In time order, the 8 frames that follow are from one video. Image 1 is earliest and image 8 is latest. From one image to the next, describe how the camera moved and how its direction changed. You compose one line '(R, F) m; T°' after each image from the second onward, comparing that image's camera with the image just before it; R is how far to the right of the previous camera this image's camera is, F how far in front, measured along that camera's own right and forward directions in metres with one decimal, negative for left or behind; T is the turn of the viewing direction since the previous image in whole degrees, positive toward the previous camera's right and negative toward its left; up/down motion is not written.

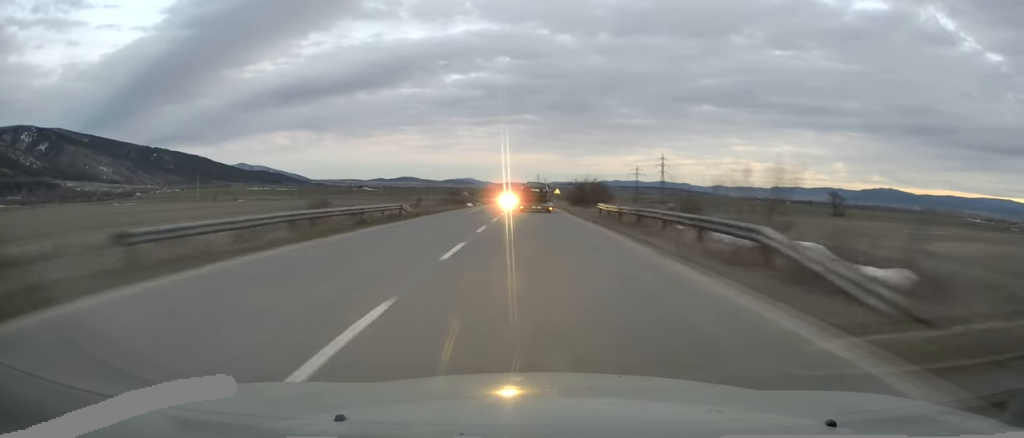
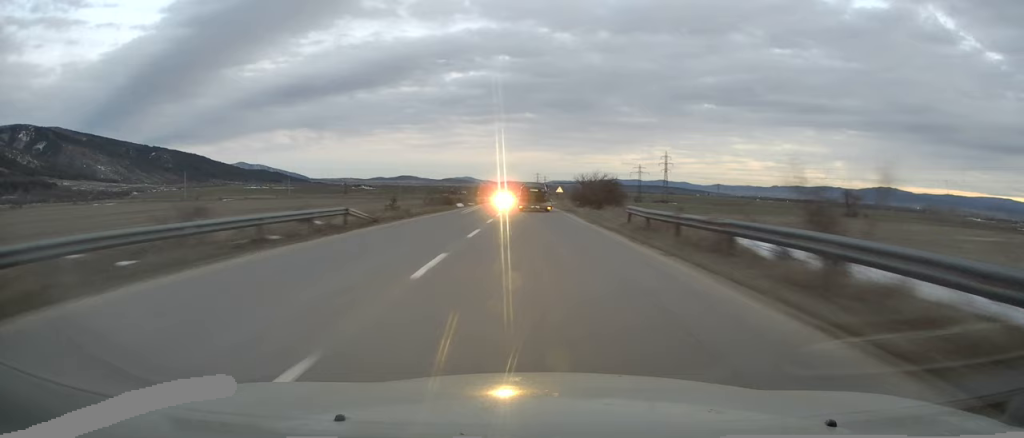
(-0.1, +9.6) m; 0°
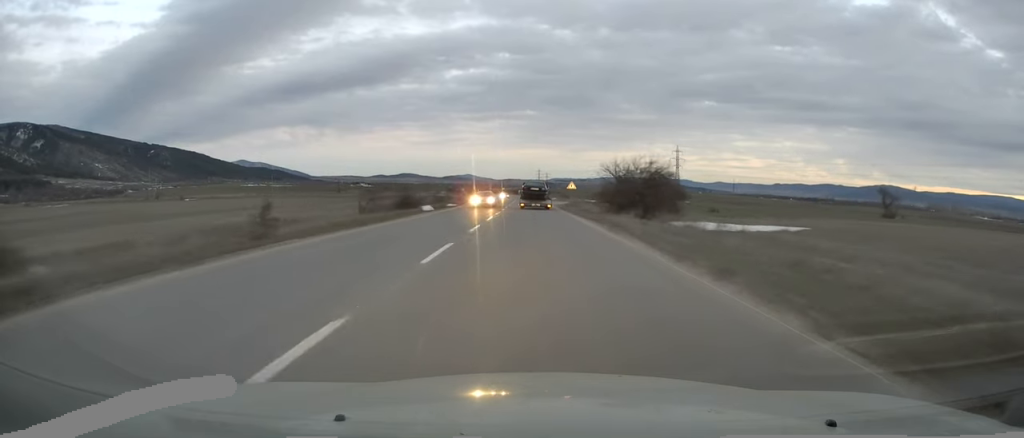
(+0.2, +21.8) m; 0°
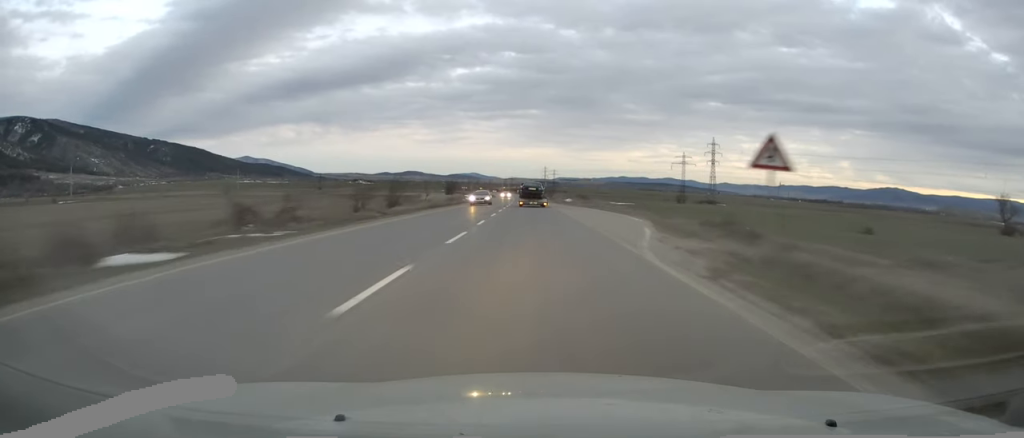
(-0.1, +50.4) m; -1°
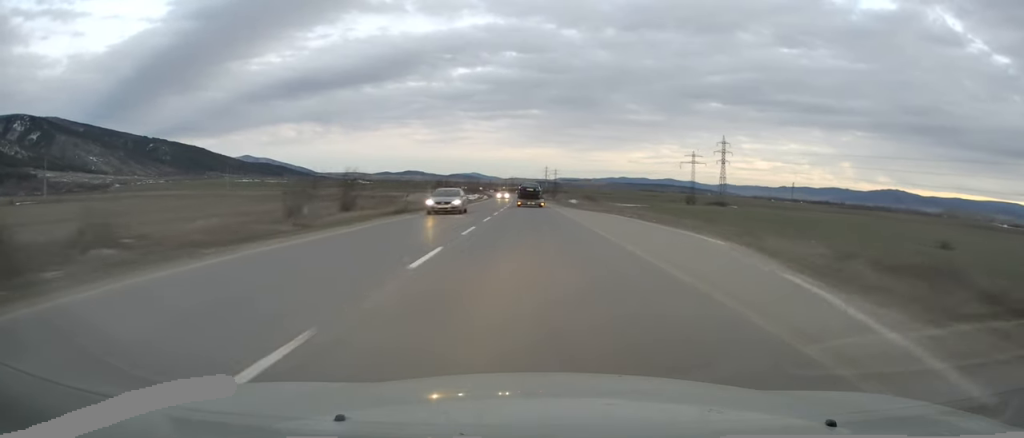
(-0.1, +12.2) m; 0°
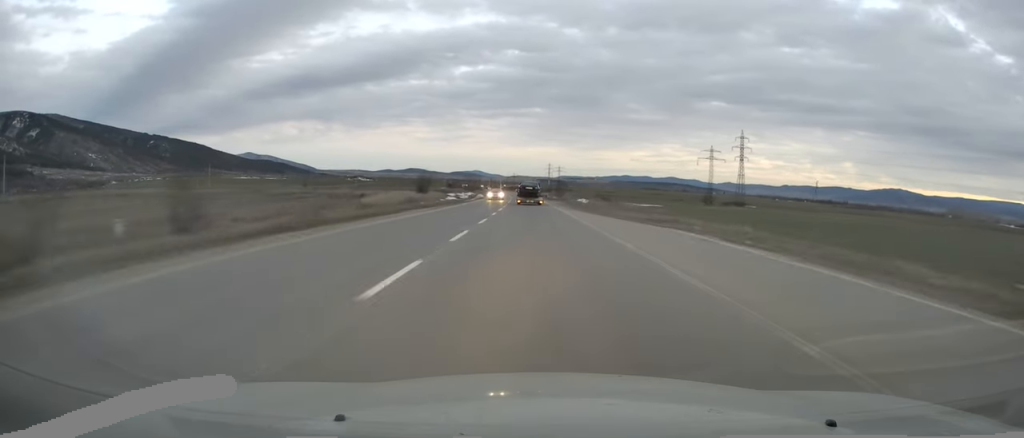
(-0.2, +17.8) m; 0°
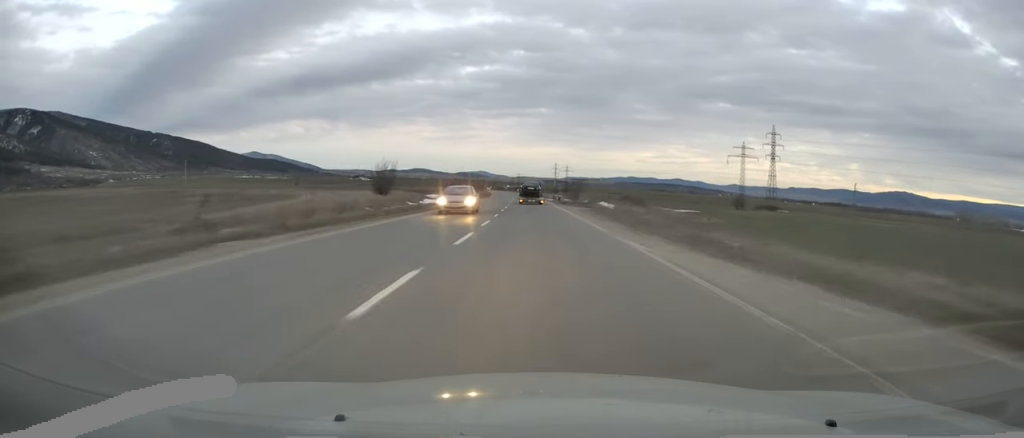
(+0.3, +23.7) m; -1°
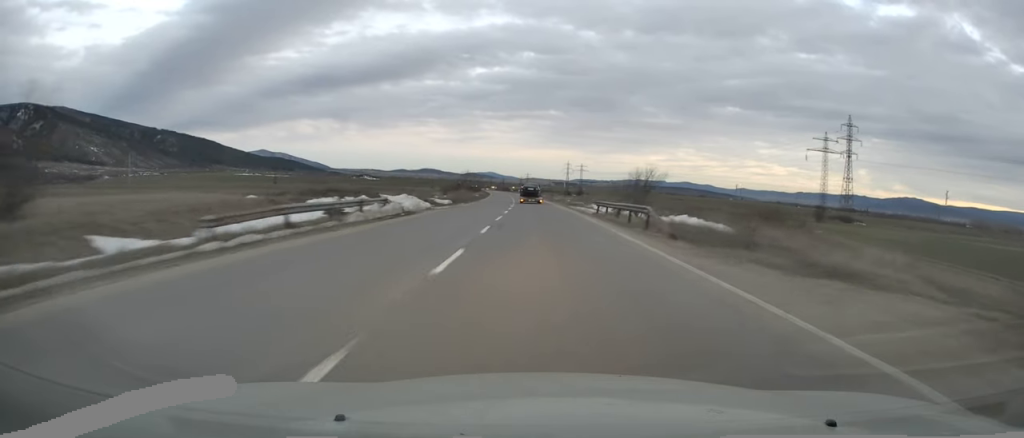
(-0.5, +42.7) m; 0°
